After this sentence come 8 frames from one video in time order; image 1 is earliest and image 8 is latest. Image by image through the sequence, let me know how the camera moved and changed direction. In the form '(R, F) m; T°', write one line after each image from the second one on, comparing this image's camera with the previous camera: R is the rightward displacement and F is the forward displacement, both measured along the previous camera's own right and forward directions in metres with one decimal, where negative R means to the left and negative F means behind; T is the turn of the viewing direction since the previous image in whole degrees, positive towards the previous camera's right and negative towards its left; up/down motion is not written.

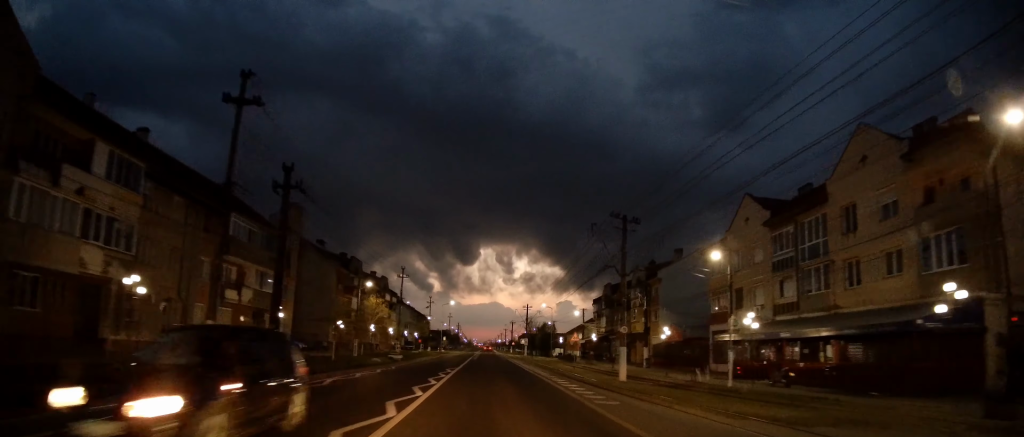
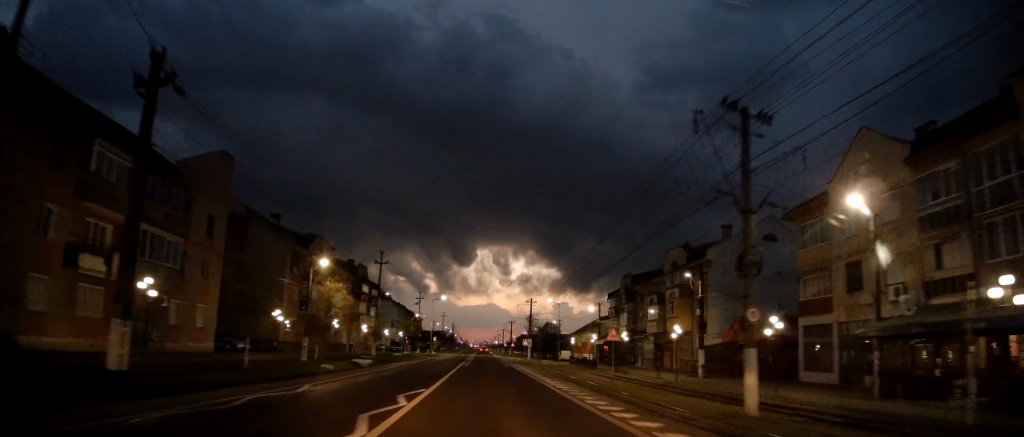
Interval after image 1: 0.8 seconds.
(+0.2, +13.7) m; 0°
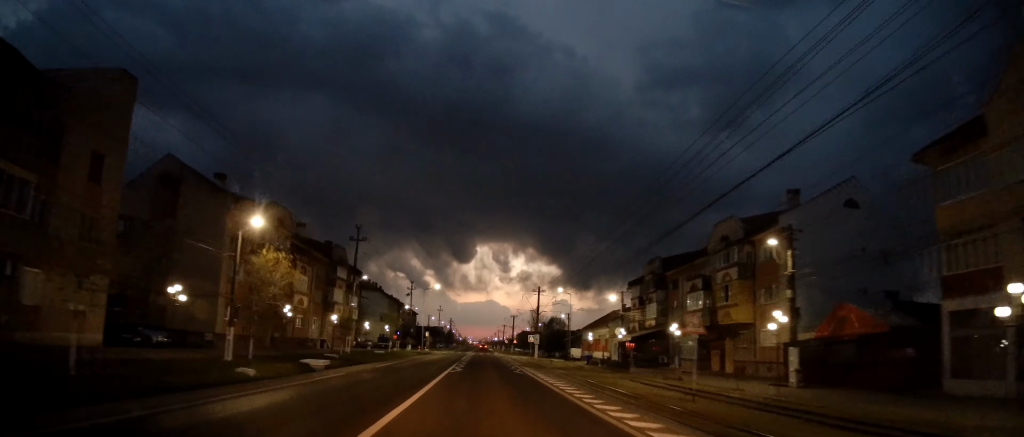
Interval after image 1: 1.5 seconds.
(+0.1, +11.4) m; 0°
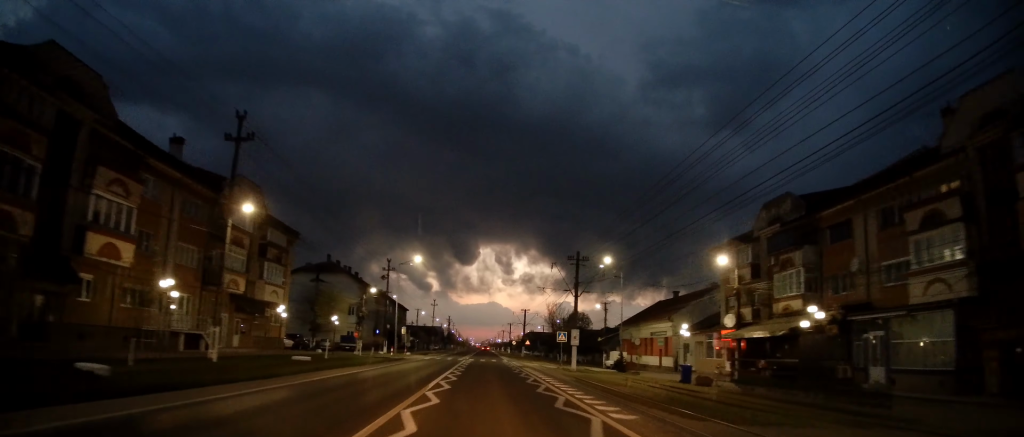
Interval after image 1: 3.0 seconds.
(0.0, +26.0) m; 0°
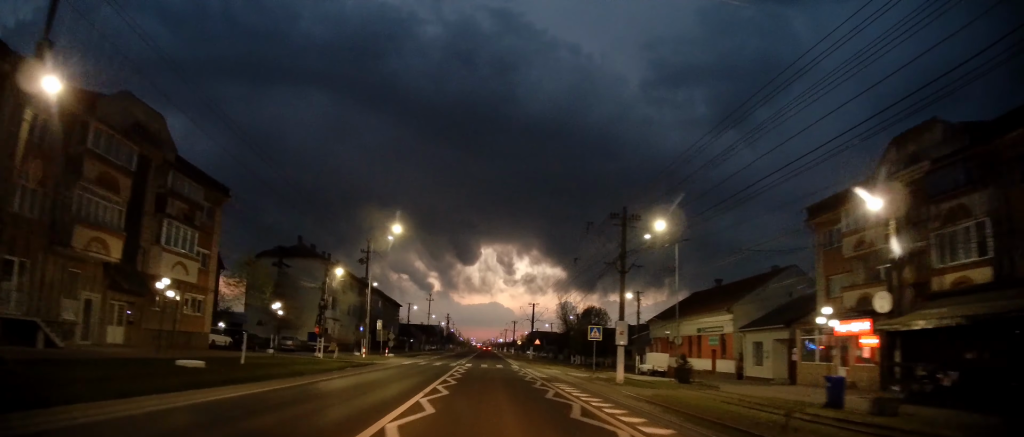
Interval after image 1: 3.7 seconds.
(-0.1, +13.4) m; 0°
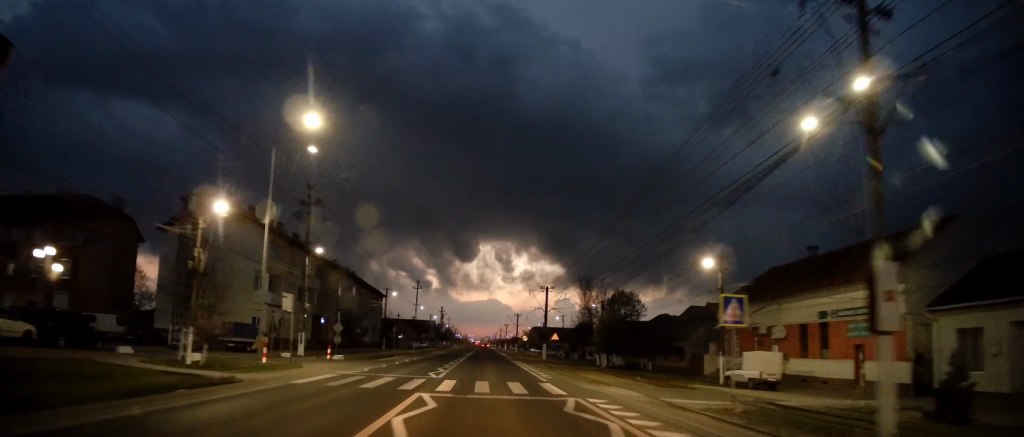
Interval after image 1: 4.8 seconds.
(-0.1, +19.3) m; +1°
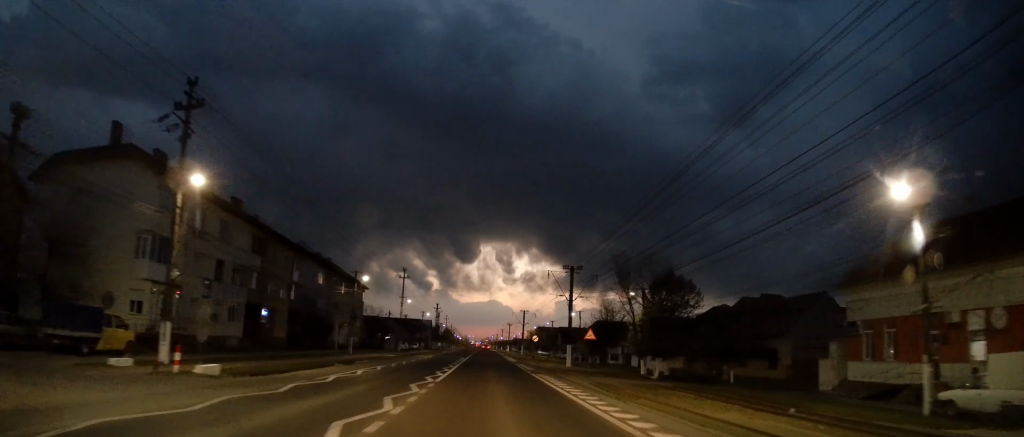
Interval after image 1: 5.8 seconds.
(+0.3, +17.5) m; 0°
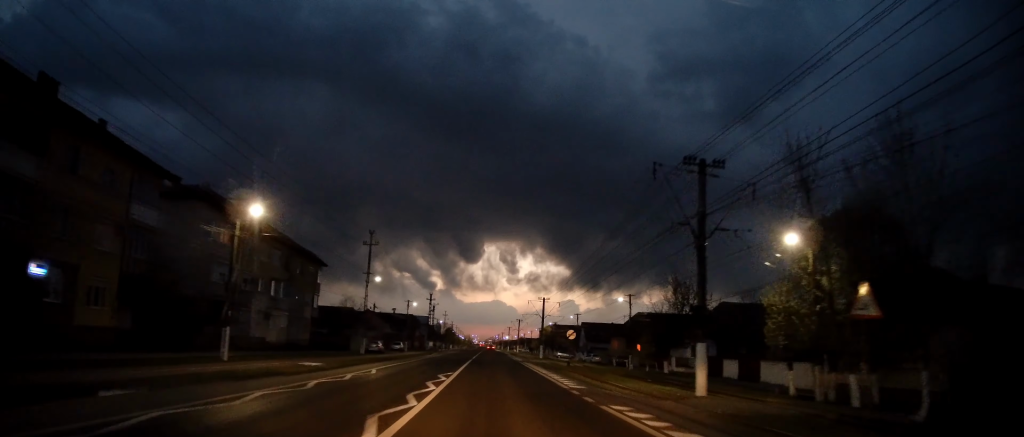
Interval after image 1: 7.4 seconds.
(-0.6, +26.8) m; -1°
